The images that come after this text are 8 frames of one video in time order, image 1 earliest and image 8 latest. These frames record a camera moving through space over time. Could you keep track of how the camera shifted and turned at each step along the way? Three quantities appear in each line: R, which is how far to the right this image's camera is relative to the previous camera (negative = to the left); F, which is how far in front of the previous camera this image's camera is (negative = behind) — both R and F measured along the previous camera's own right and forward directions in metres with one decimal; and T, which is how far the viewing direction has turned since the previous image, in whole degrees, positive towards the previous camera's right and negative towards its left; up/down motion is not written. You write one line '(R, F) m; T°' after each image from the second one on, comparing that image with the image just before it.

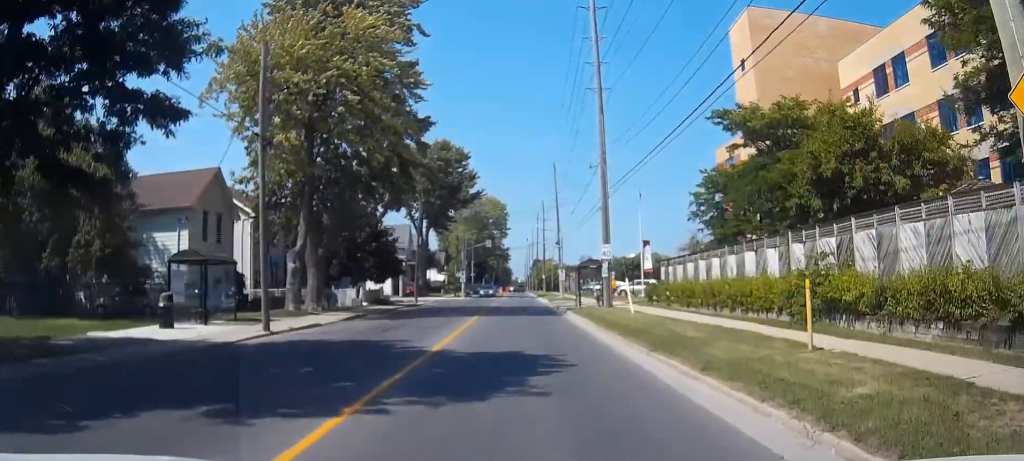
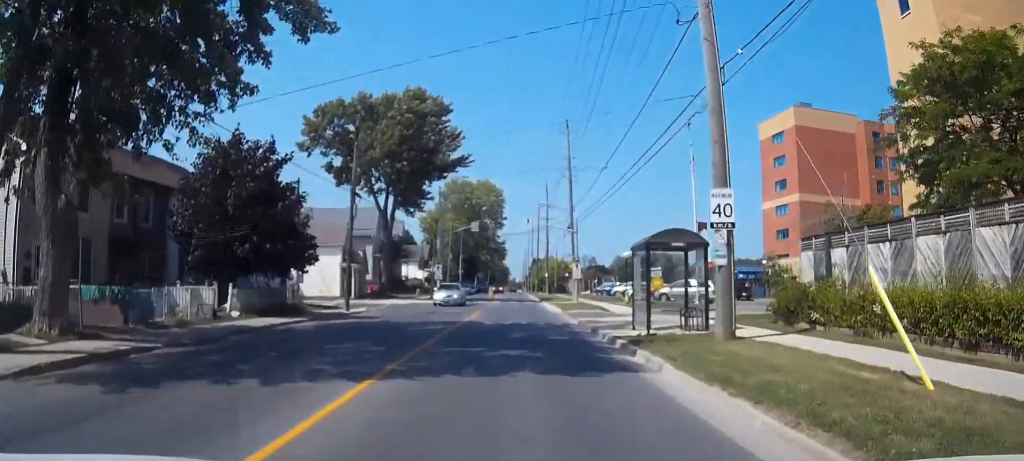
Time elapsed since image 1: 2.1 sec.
(0.0, +23.4) m; 0°
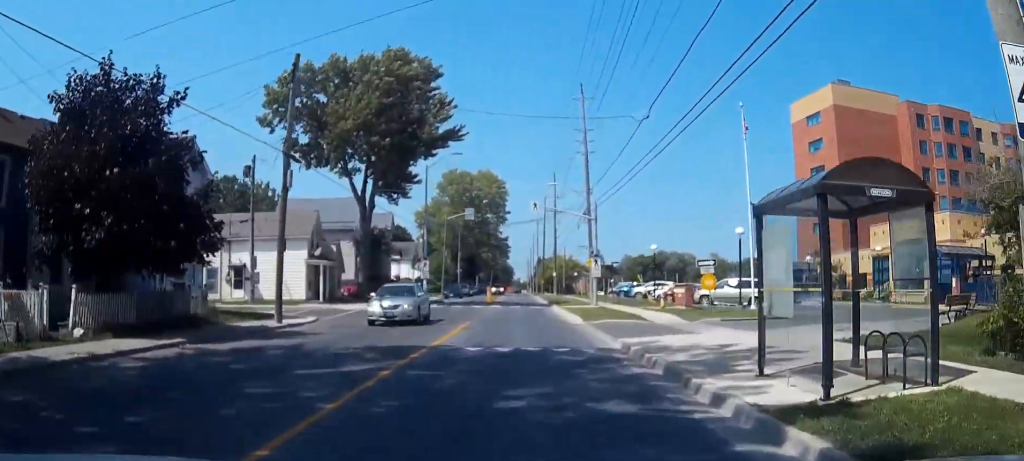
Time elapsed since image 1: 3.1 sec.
(0.0, +11.2) m; +1°
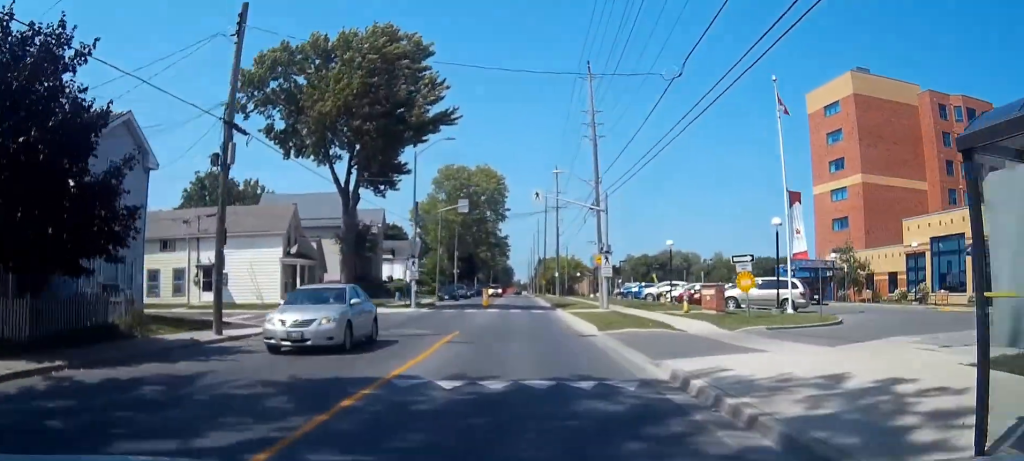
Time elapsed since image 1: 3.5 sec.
(0.0, +5.0) m; 0°
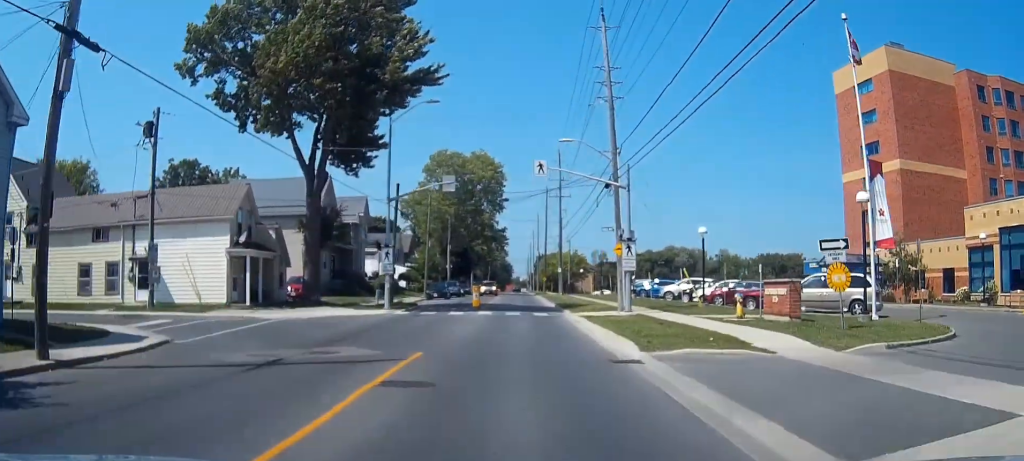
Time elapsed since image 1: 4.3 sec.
(+0.1, +8.5) m; +1°
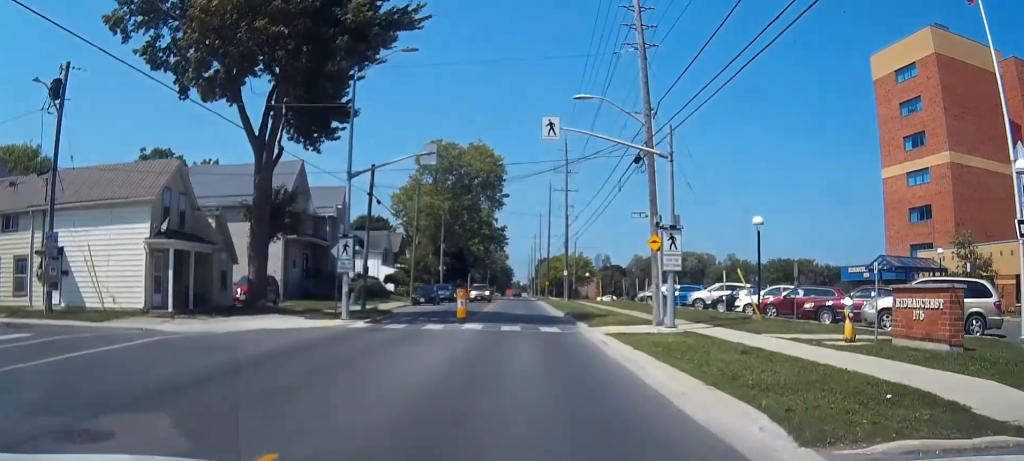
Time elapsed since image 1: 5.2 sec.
(0.0, +8.7) m; 0°
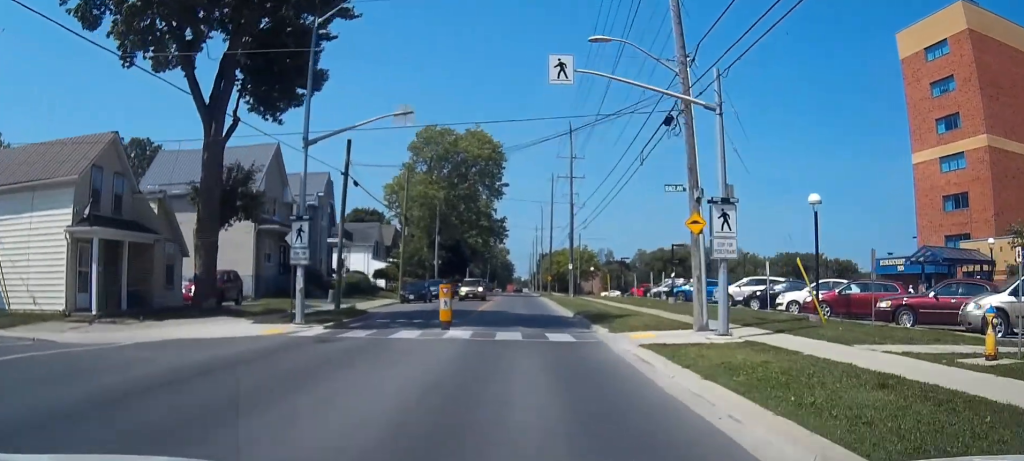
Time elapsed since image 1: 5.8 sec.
(0.0, +5.8) m; 0°
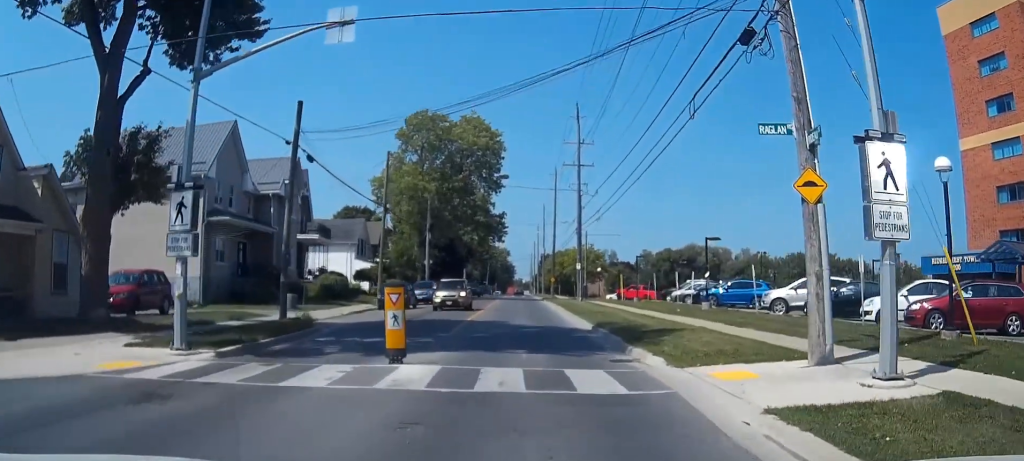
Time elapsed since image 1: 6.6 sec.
(0.0, +7.9) m; 0°
